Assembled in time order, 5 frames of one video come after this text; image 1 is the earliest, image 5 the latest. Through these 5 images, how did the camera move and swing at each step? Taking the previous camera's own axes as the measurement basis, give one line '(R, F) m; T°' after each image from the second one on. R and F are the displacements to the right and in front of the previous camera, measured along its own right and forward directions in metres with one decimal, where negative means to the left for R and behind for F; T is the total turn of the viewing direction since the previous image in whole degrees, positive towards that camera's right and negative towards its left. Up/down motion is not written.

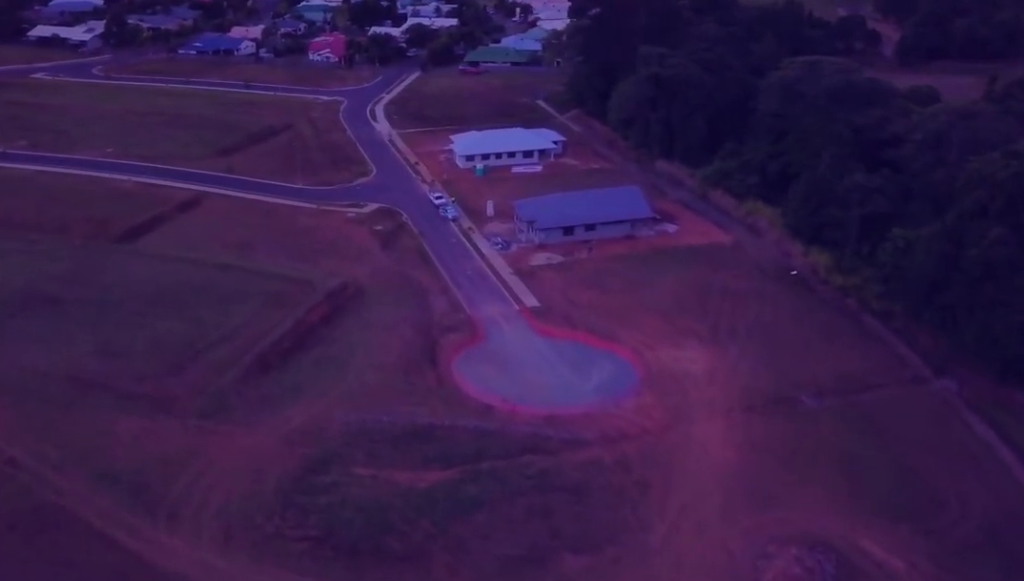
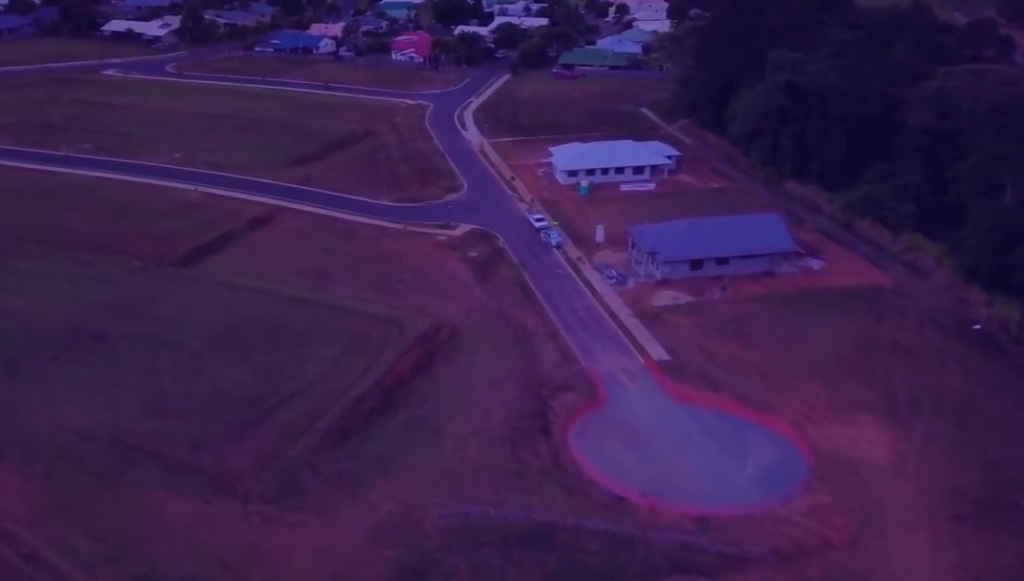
(0.0, +11.1) m; 0°
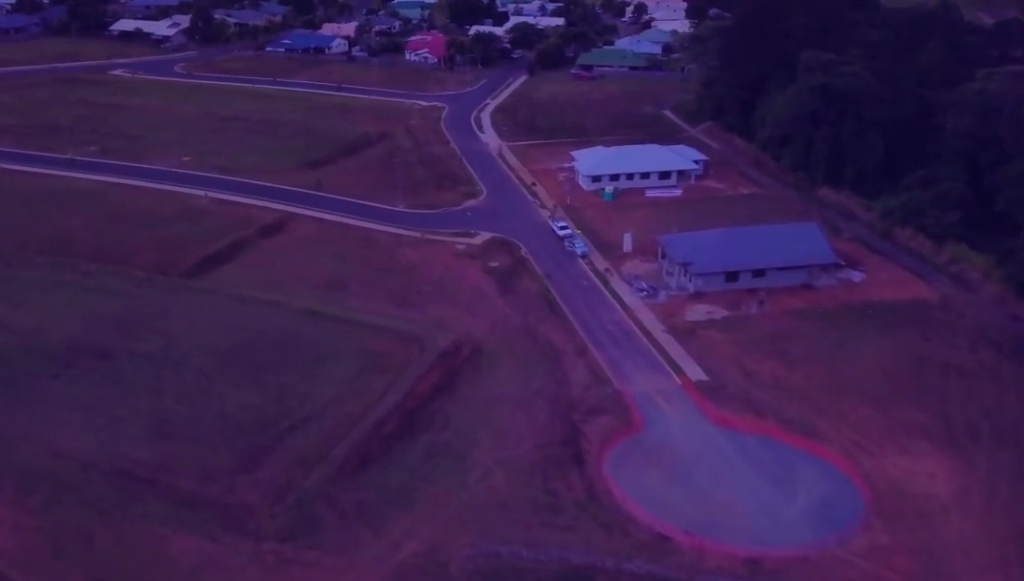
(0.0, +3.4) m; 0°
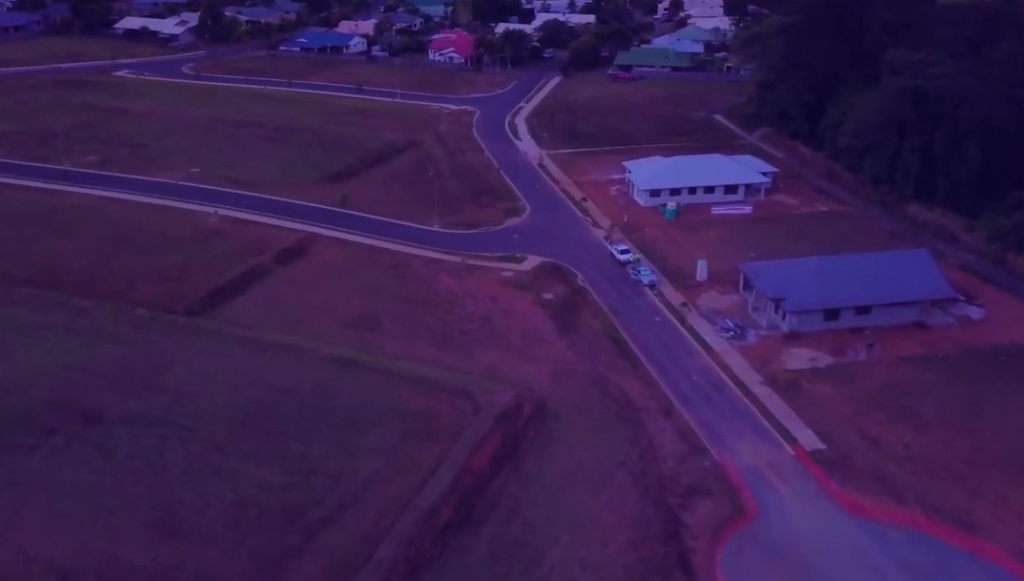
(0.0, +9.5) m; 0°
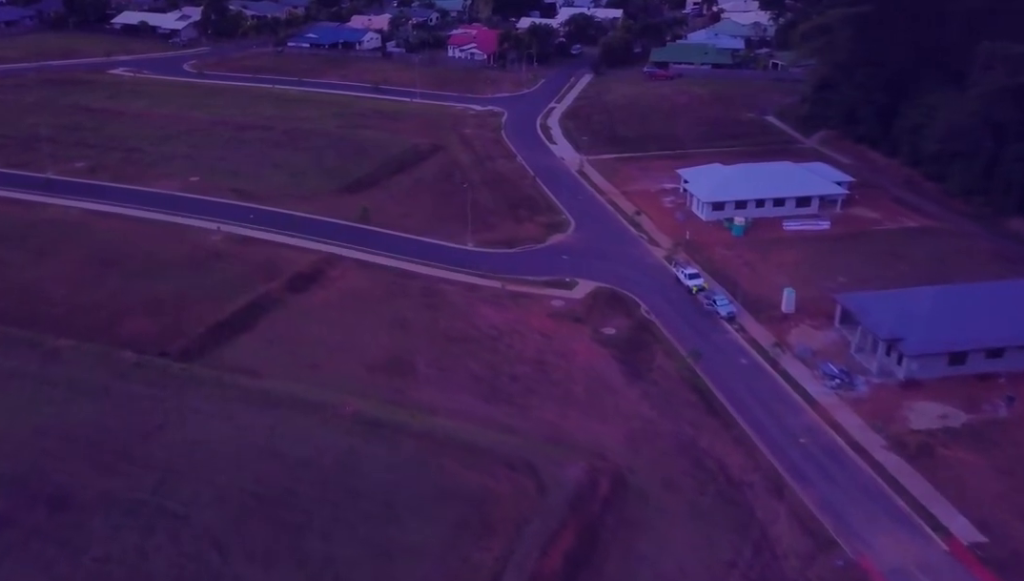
(0.0, +8.8) m; 0°
